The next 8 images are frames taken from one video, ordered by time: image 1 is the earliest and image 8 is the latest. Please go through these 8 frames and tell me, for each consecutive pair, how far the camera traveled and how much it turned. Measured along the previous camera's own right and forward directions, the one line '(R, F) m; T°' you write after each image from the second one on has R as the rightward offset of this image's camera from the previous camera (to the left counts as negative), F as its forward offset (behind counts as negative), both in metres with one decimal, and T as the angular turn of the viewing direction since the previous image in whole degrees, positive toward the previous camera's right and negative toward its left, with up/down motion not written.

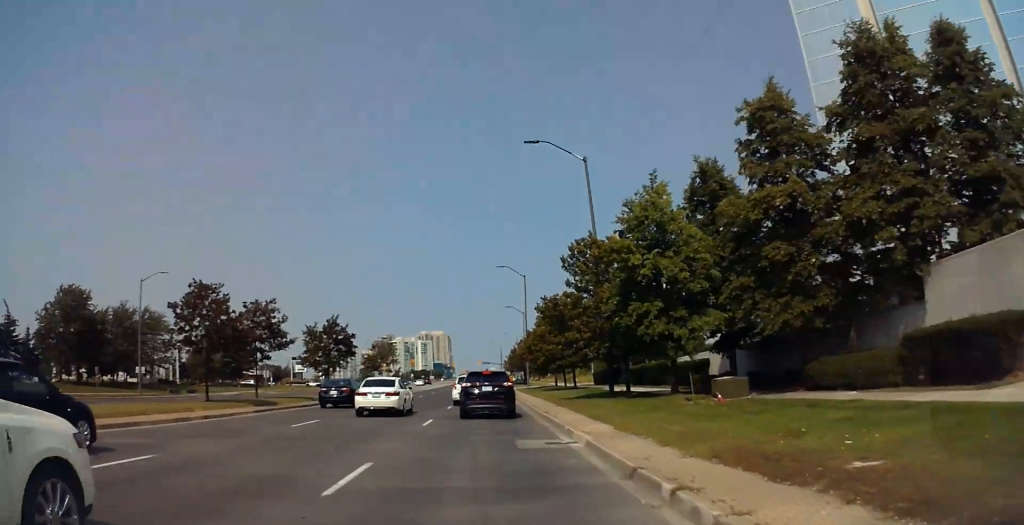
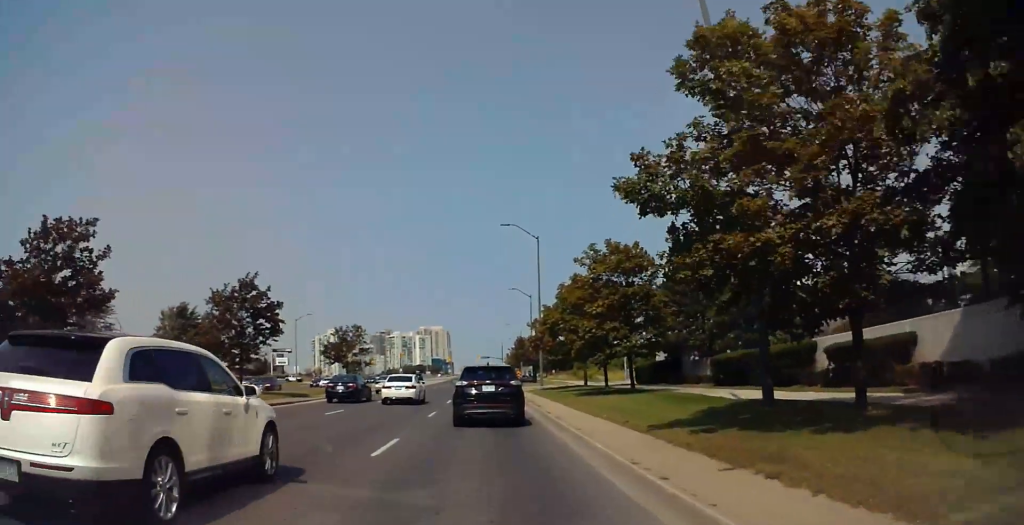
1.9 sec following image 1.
(+0.2, +21.9) m; 0°
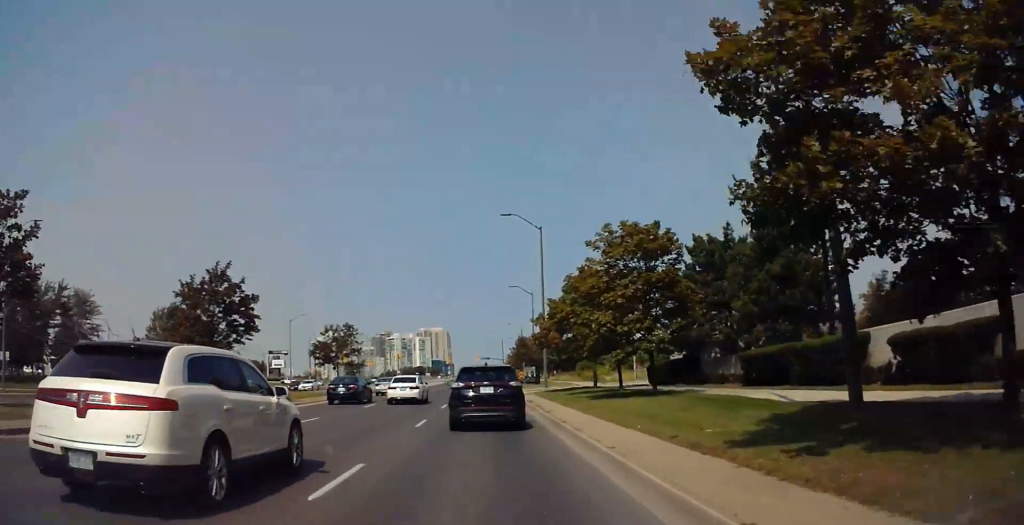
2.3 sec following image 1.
(+0.1, +4.5) m; 0°
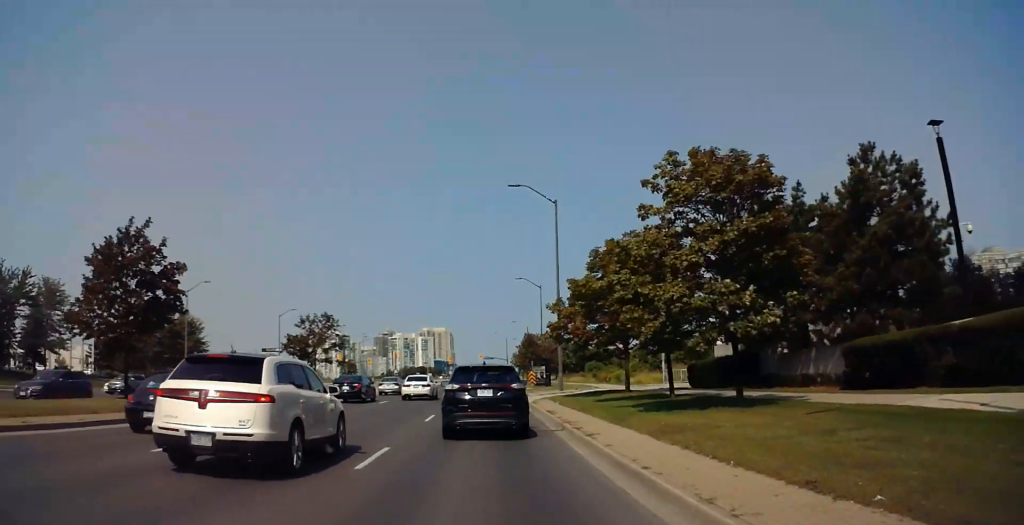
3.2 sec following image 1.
(0.0, +10.1) m; 0°
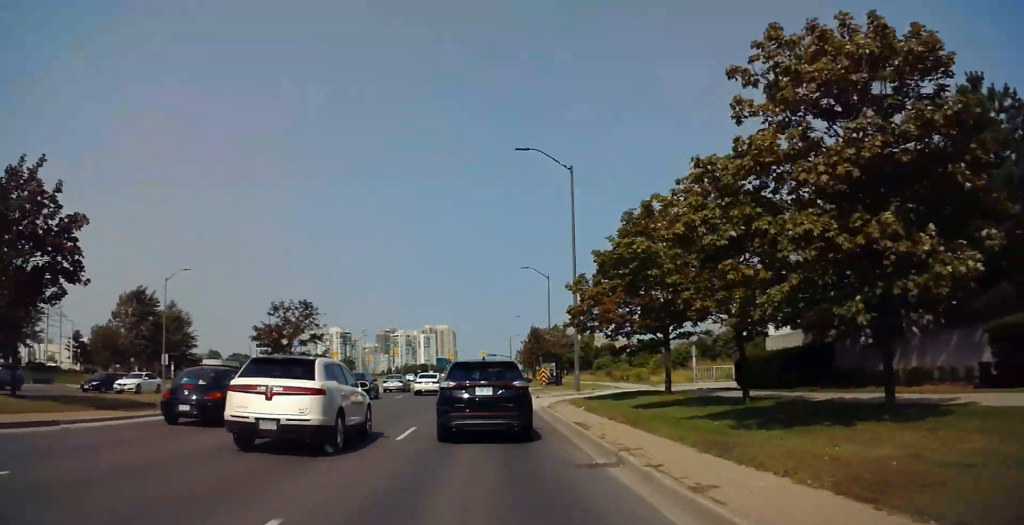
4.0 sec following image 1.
(-0.1, +8.4) m; 0°
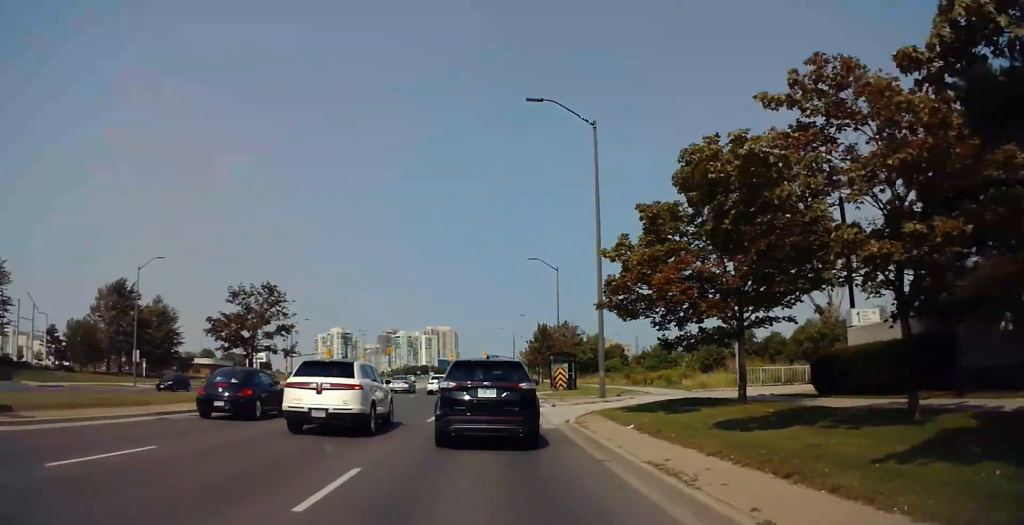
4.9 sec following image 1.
(+0.3, +9.5) m; -1°
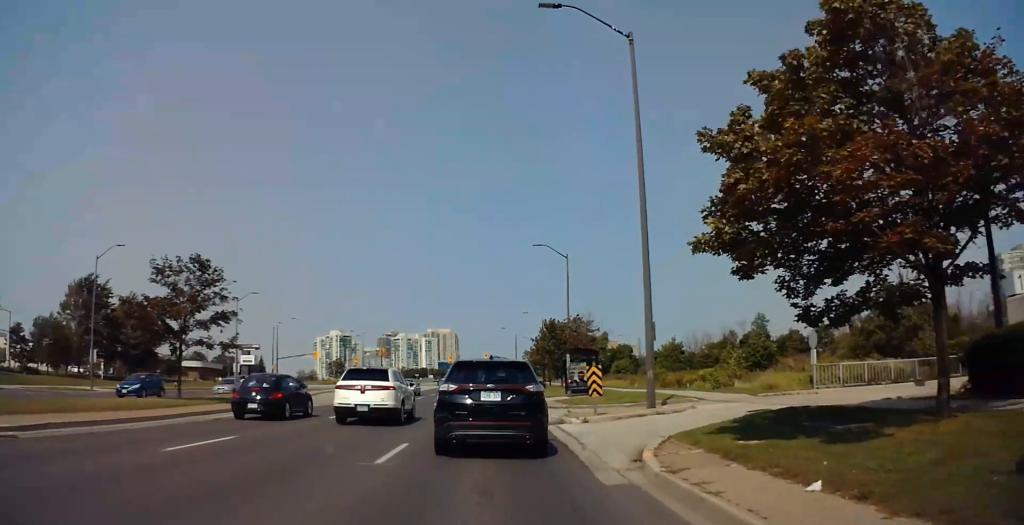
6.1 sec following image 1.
(-0.3, +11.5) m; 0°
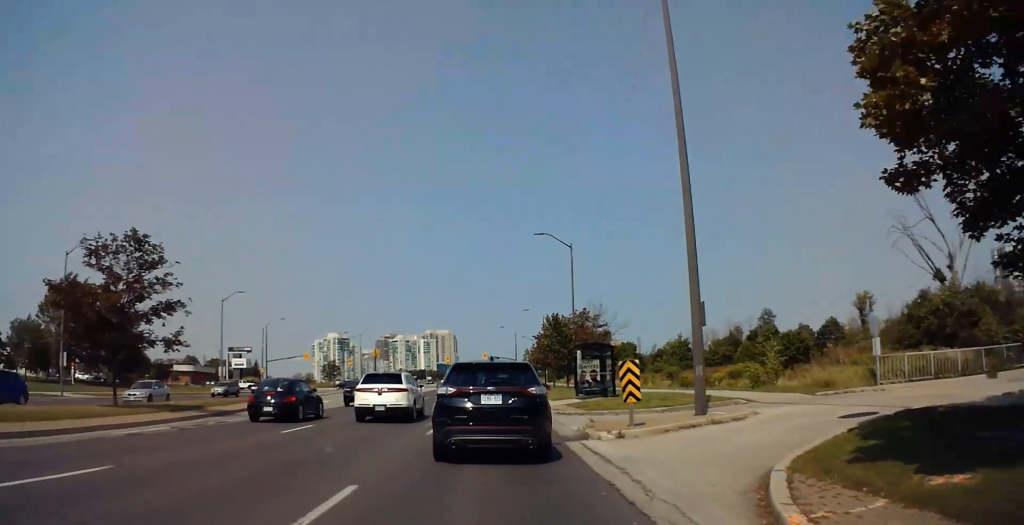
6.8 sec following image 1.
(+0.2, +6.6) m; +1°
